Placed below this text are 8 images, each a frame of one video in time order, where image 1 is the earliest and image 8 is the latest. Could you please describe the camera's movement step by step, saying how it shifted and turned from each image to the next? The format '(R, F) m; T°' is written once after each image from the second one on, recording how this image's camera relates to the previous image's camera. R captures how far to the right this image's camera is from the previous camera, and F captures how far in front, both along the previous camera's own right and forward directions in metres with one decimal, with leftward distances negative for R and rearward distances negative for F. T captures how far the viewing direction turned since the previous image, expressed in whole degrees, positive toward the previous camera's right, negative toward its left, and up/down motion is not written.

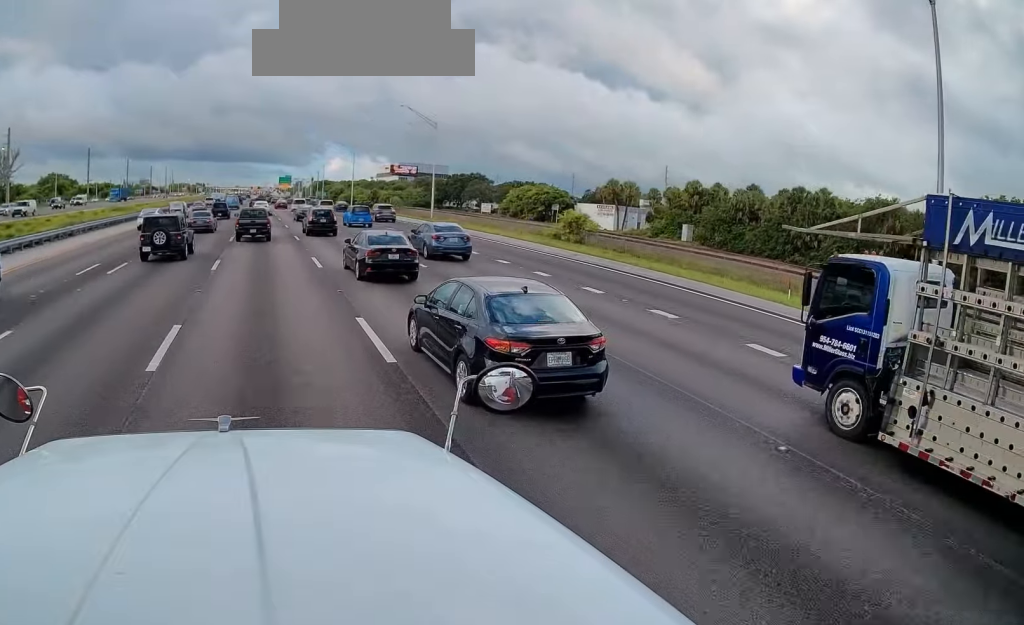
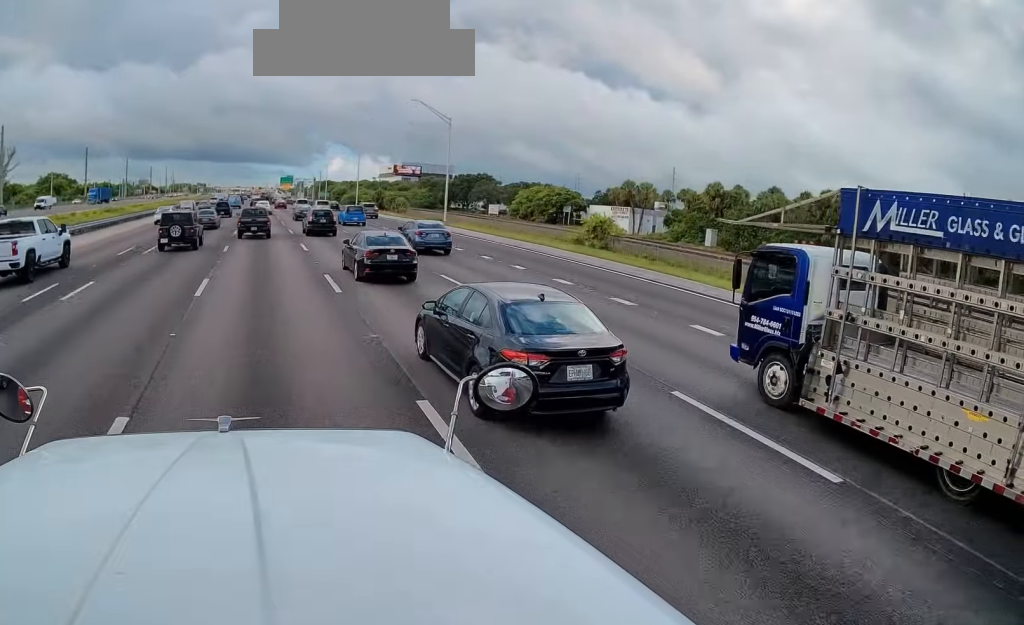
(+0.1, +5.8) m; +1°
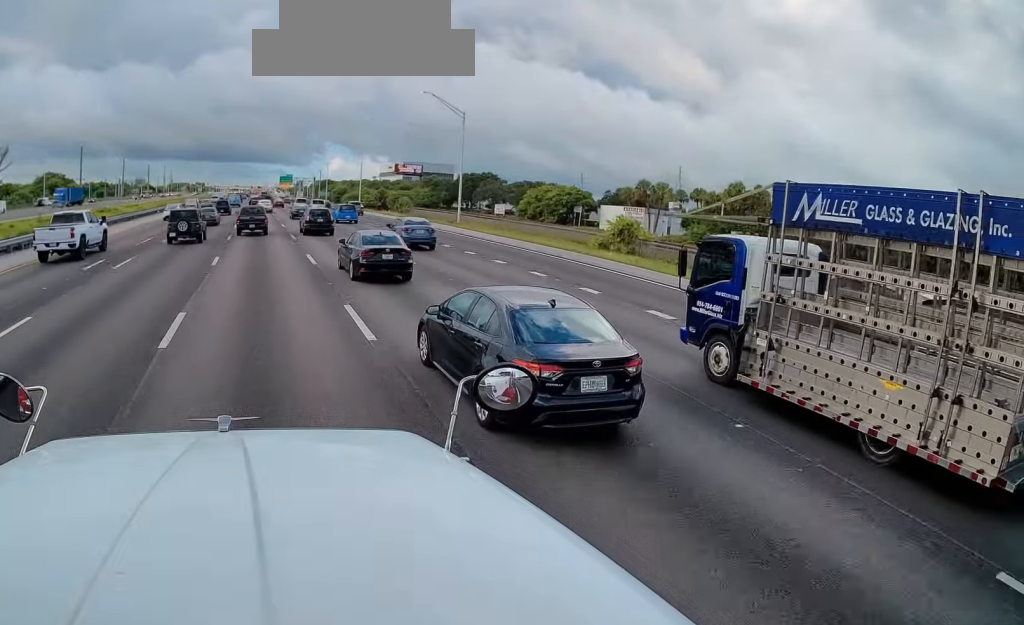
(0.0, +6.1) m; -1°
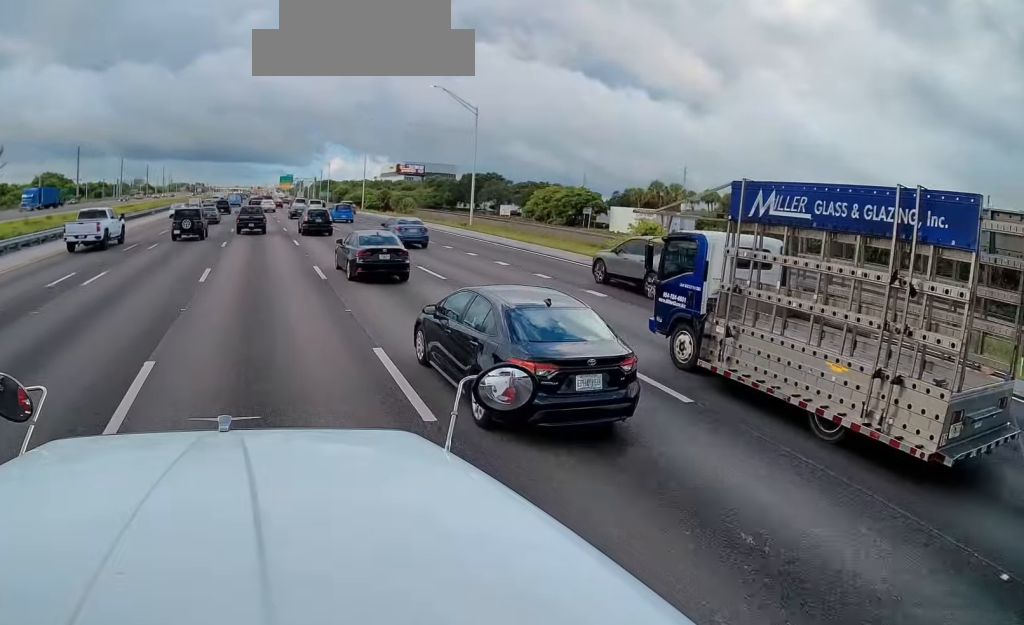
(0.0, +4.4) m; -1°
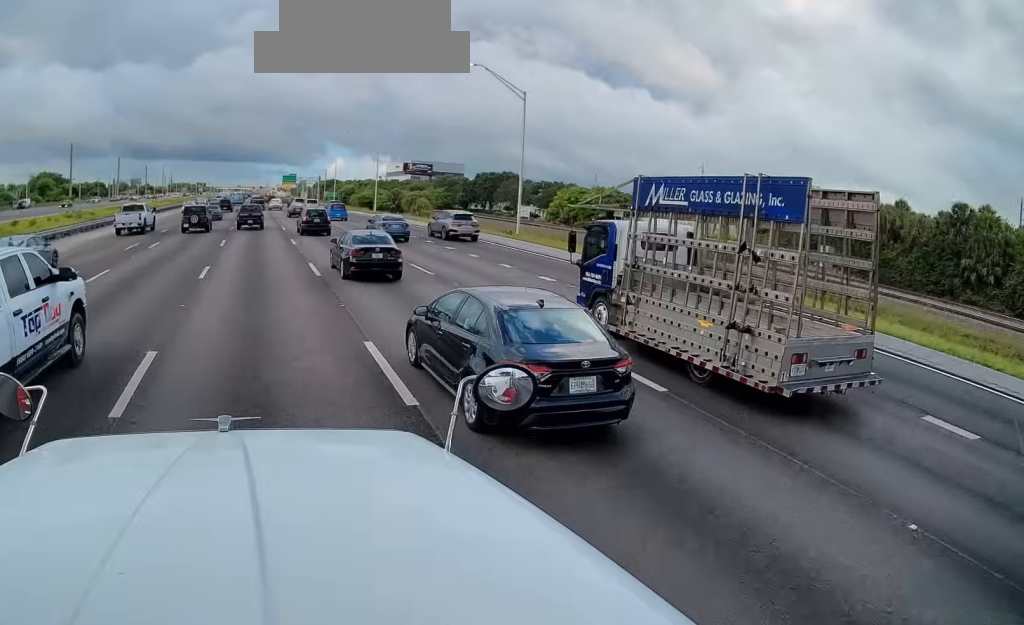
(-0.2, +12.3) m; -1°
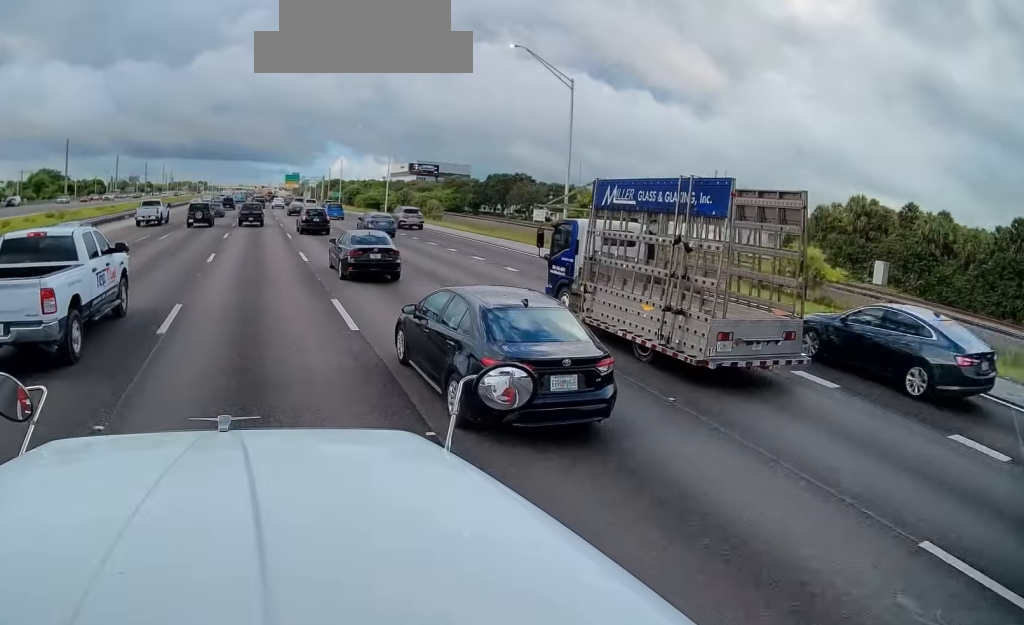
(0.0, +8.3) m; 0°
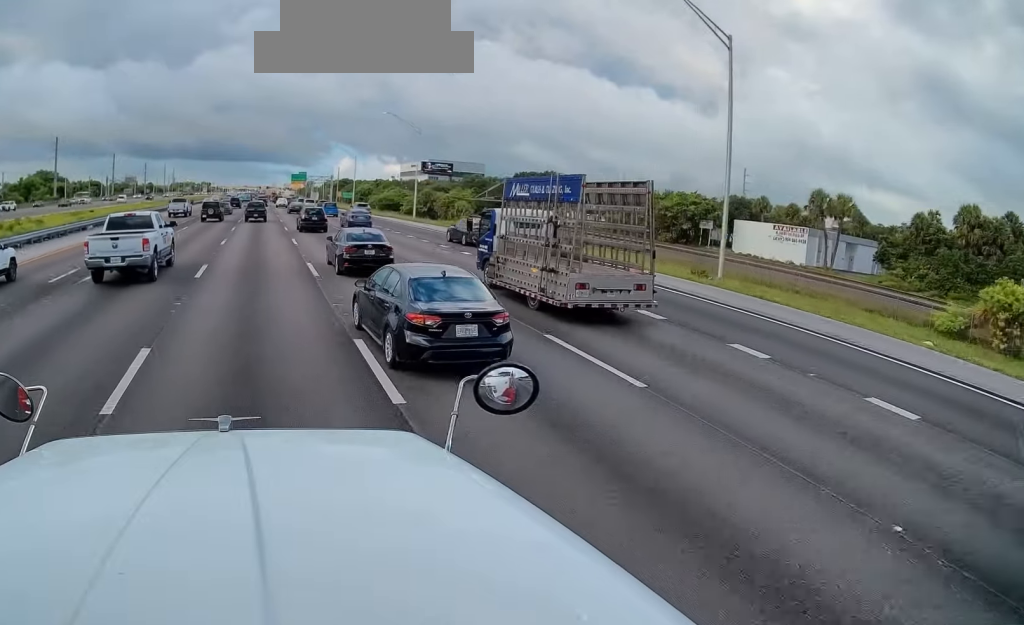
(0.0, +17.8) m; -1°
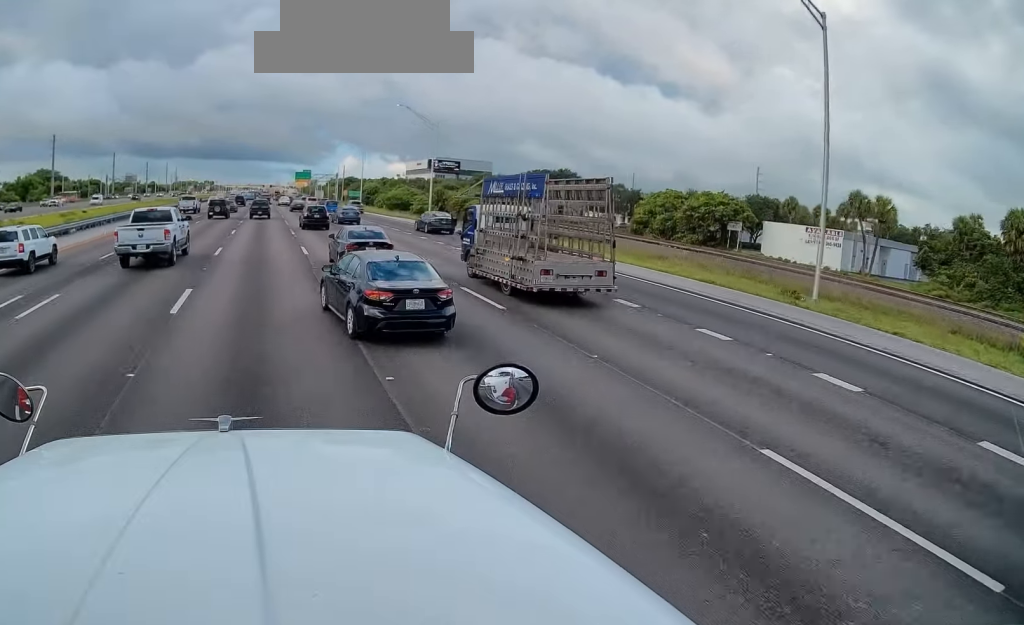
(+0.1, +6.2) m; -1°
